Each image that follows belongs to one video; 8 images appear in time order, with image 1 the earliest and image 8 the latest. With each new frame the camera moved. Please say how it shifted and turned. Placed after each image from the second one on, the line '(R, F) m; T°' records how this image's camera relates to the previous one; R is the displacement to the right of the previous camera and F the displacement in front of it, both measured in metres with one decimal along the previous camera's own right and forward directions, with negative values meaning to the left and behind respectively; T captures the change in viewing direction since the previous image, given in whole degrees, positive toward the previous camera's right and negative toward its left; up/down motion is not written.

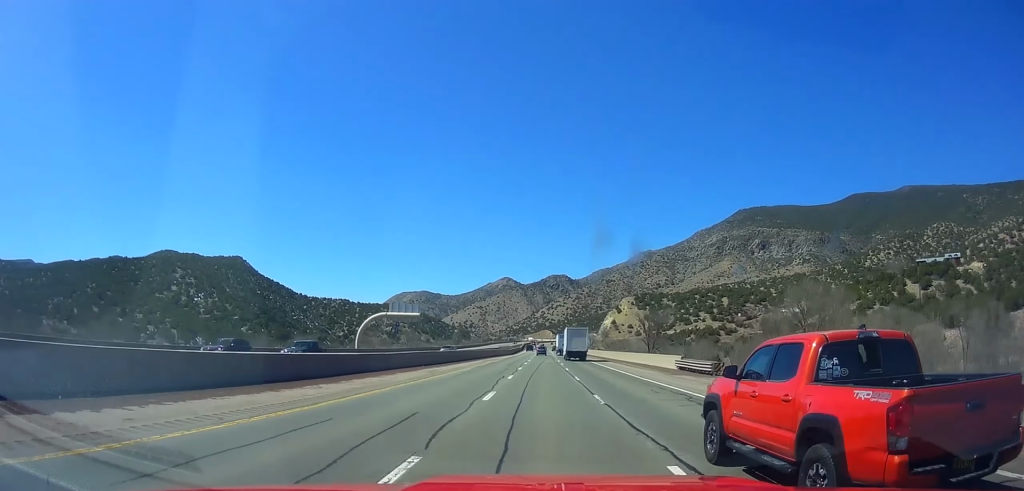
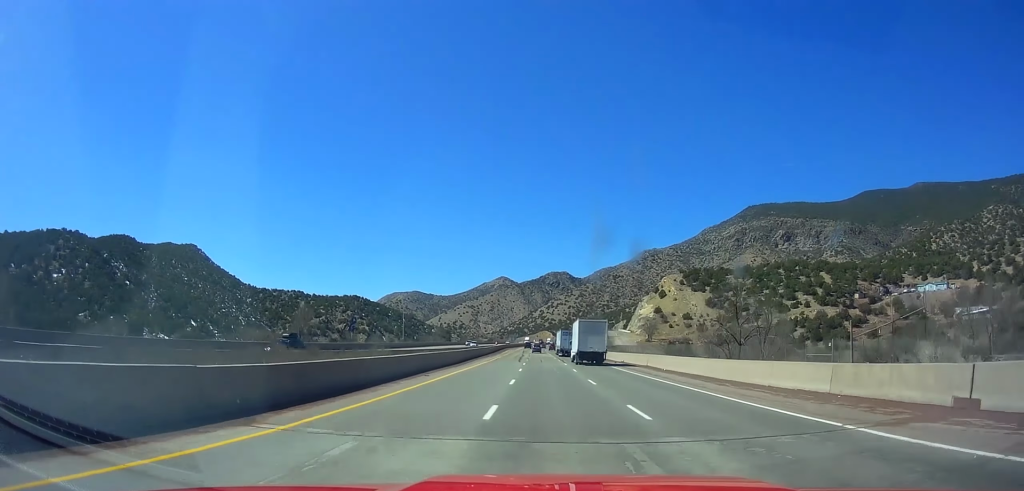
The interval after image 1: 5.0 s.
(-0.2, +164.3) m; -1°
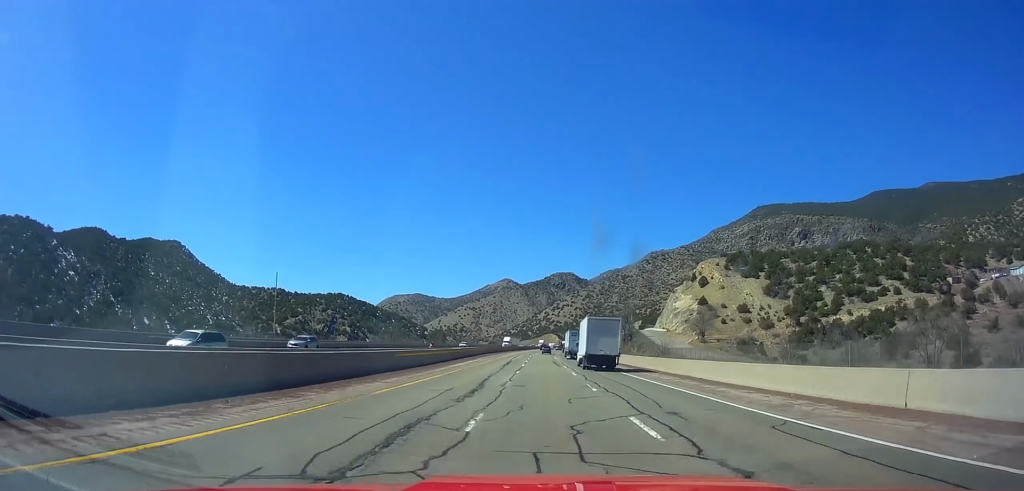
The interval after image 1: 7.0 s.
(-0.1, +66.0) m; 0°
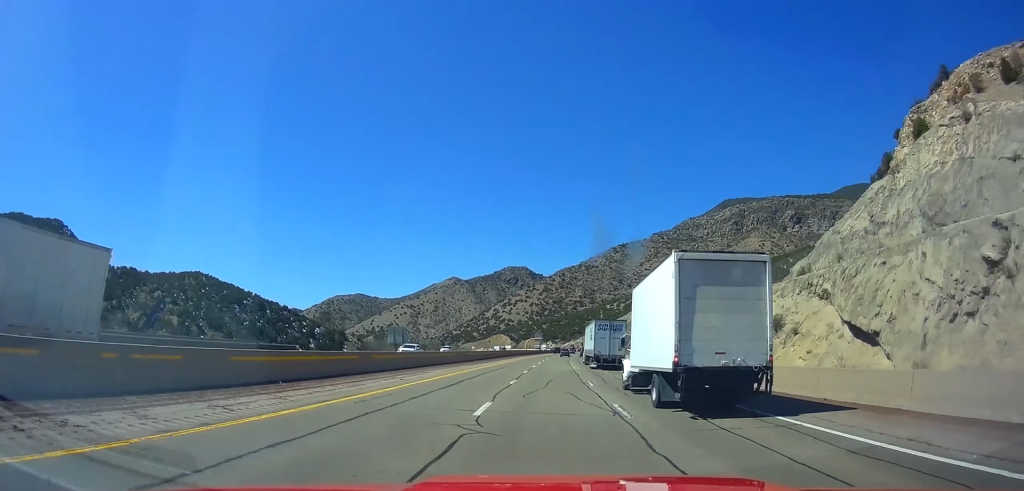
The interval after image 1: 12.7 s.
(+4.2, +189.3) m; +4°
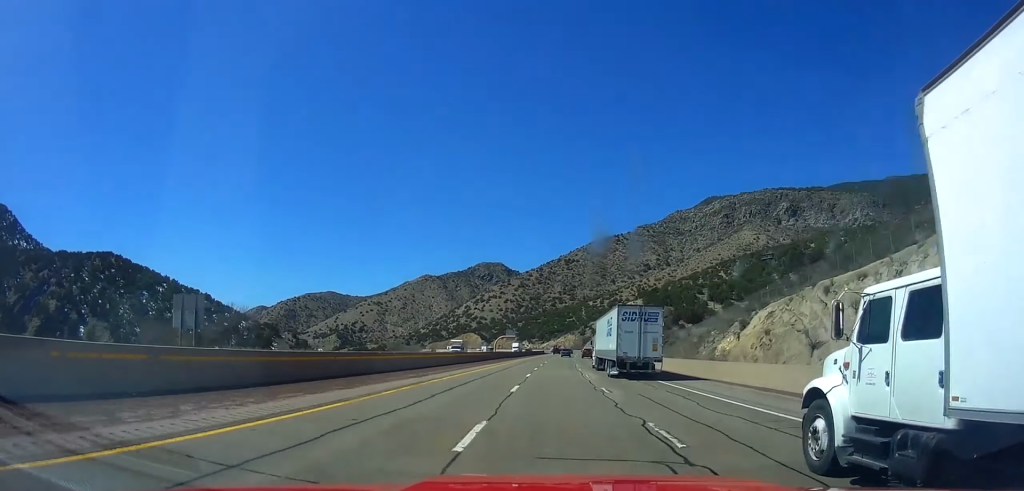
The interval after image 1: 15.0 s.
(+1.4, +76.8) m; +2°
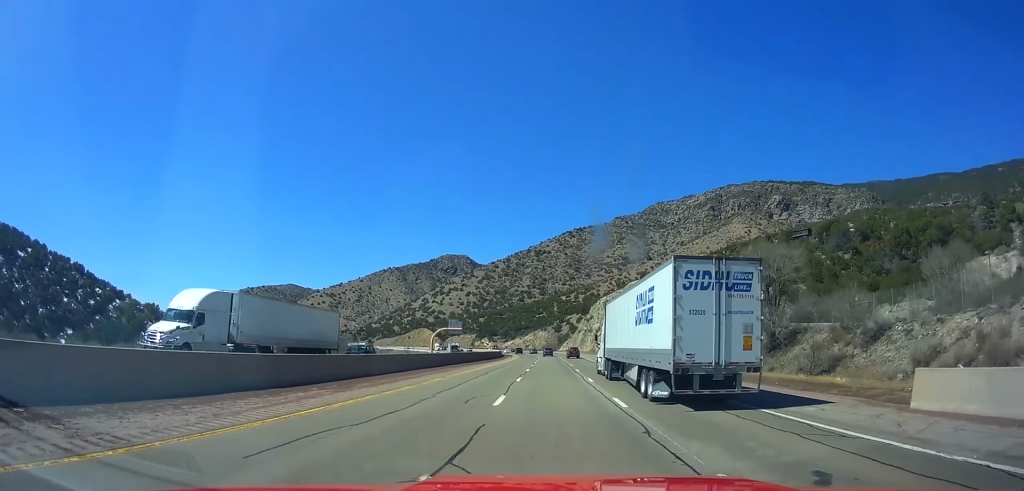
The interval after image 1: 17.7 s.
(+2.0, +90.1) m; +3°
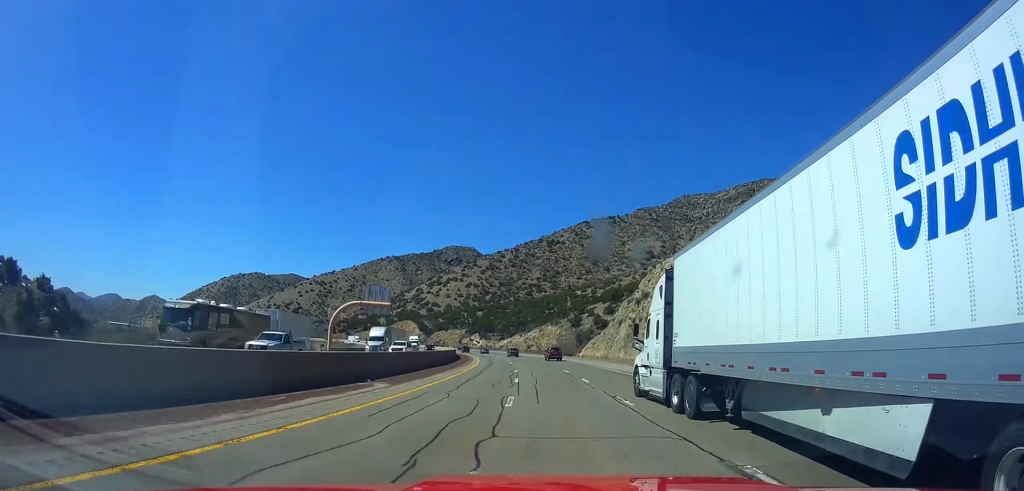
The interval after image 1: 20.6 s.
(+2.2, +96.3) m; 0°
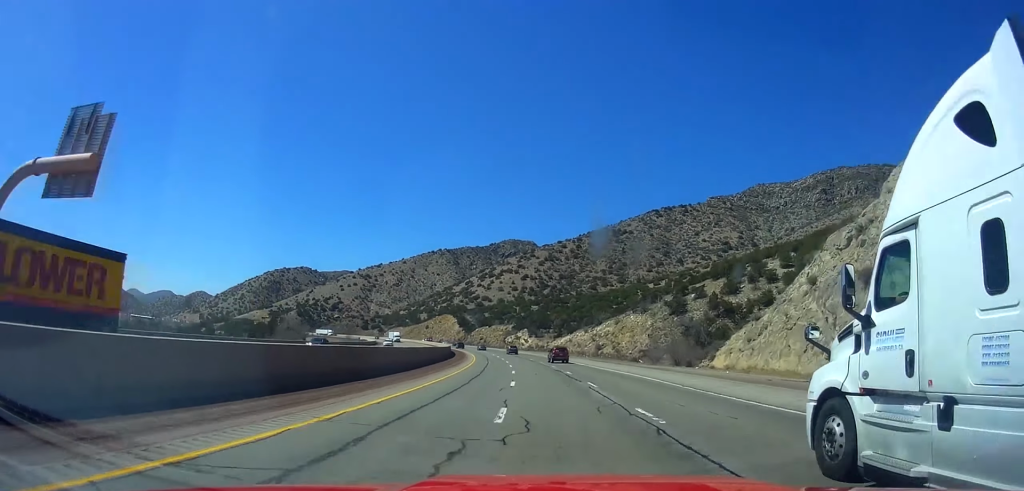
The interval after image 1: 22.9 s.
(-1.5, +76.0) m; -4°
